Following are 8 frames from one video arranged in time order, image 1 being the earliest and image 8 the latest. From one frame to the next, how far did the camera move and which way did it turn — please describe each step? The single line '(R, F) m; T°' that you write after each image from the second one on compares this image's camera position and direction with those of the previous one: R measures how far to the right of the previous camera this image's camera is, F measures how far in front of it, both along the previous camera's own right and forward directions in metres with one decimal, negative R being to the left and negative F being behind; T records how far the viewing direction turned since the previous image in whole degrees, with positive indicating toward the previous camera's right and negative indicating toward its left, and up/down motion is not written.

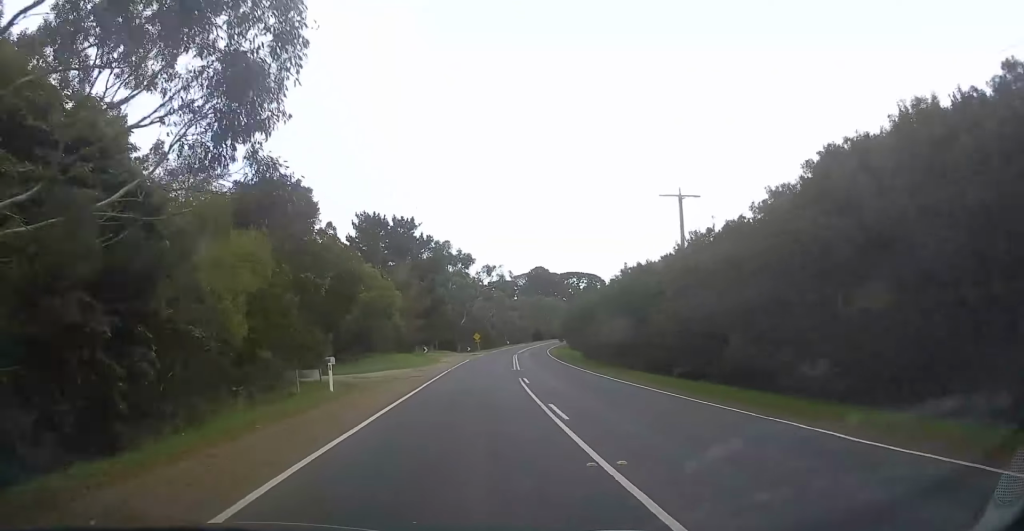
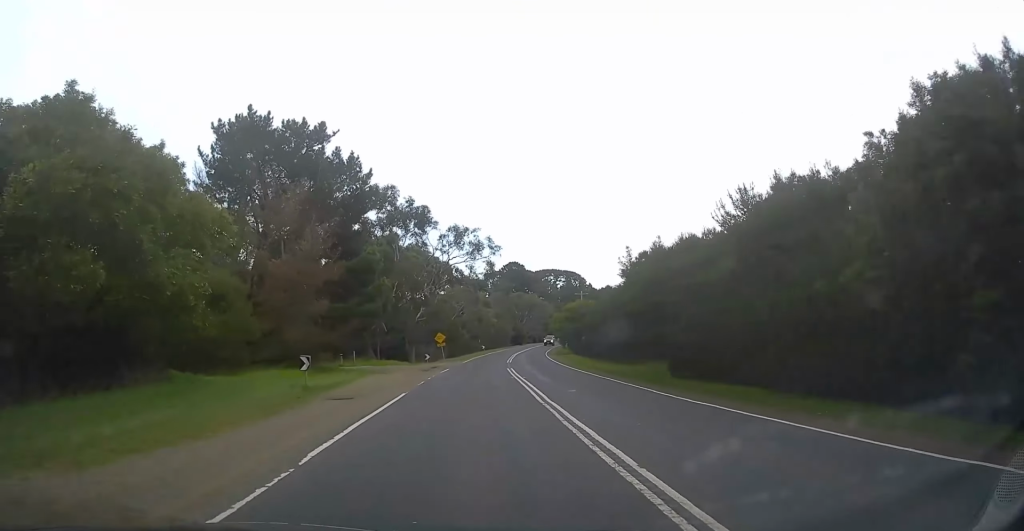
(+0.2, +31.2) m; +3°
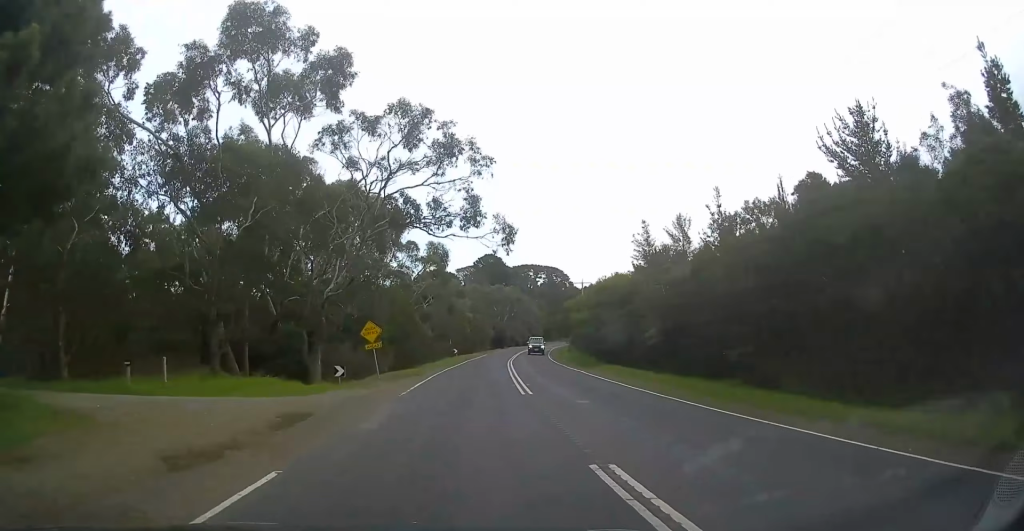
(+1.2, +28.7) m; +4°
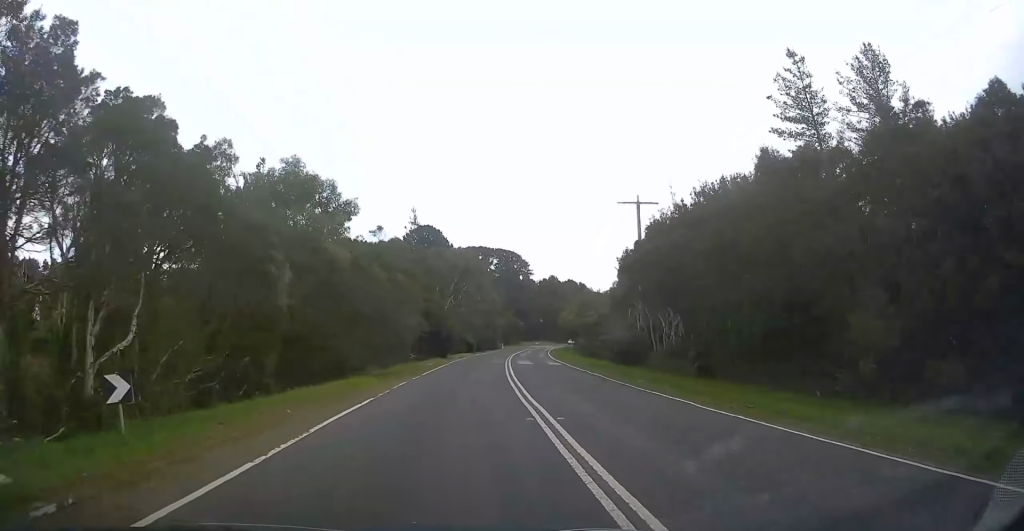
(+2.4, +61.3) m; +4°
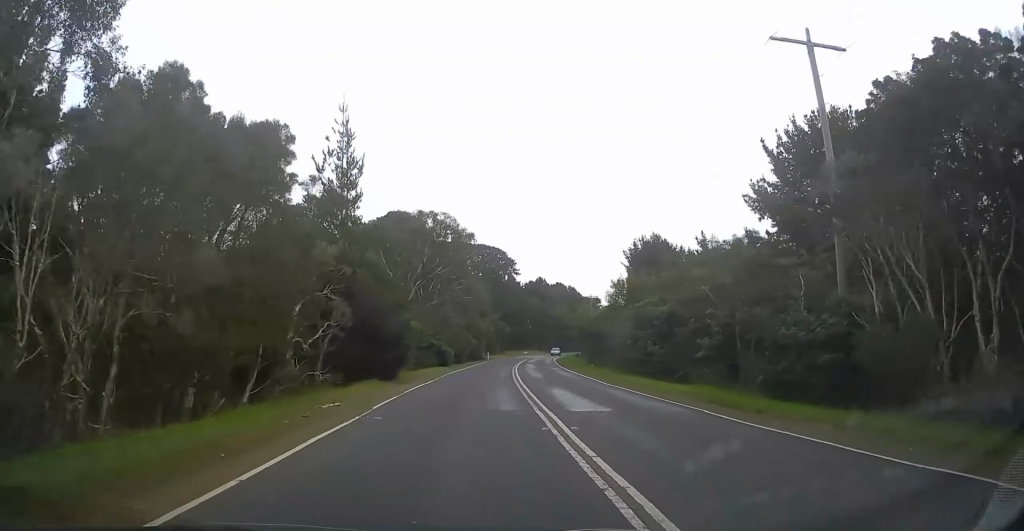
(+0.5, +25.2) m; +3°
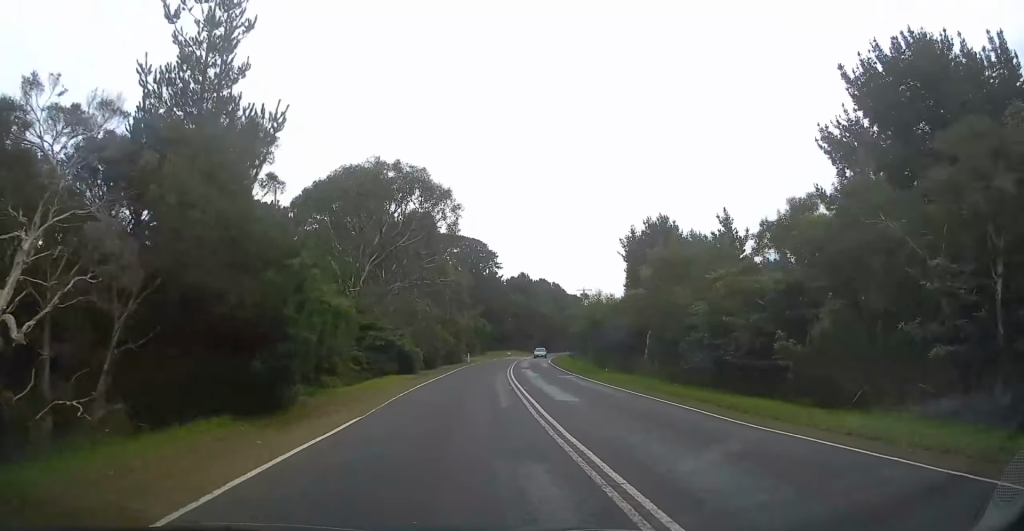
(+0.4, +14.8) m; +1°
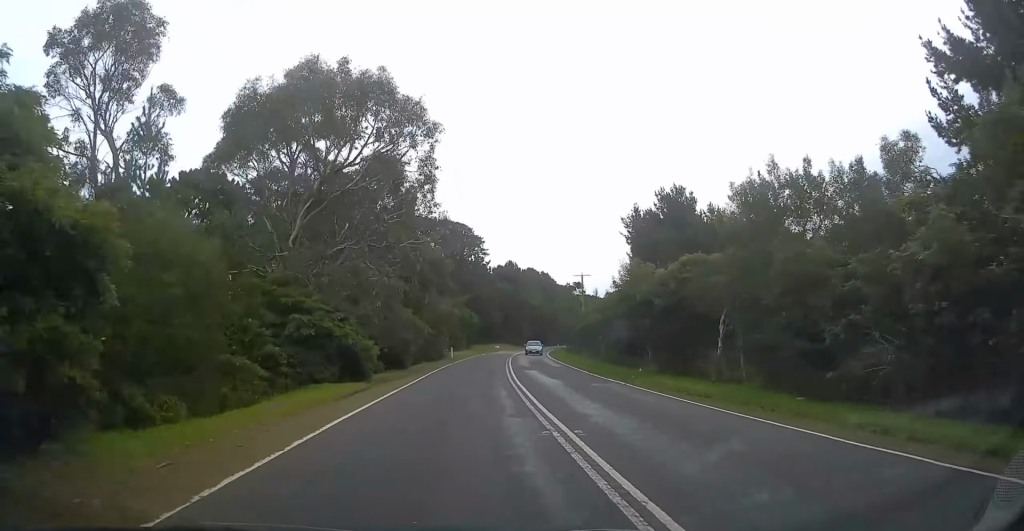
(+0.1, +12.5) m; +1°
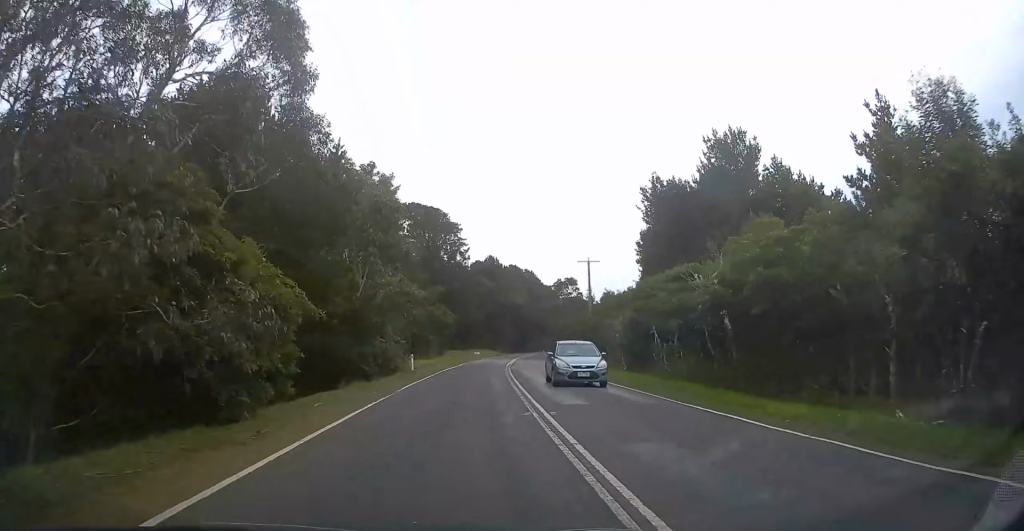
(+0.1, +22.2) m; +1°
